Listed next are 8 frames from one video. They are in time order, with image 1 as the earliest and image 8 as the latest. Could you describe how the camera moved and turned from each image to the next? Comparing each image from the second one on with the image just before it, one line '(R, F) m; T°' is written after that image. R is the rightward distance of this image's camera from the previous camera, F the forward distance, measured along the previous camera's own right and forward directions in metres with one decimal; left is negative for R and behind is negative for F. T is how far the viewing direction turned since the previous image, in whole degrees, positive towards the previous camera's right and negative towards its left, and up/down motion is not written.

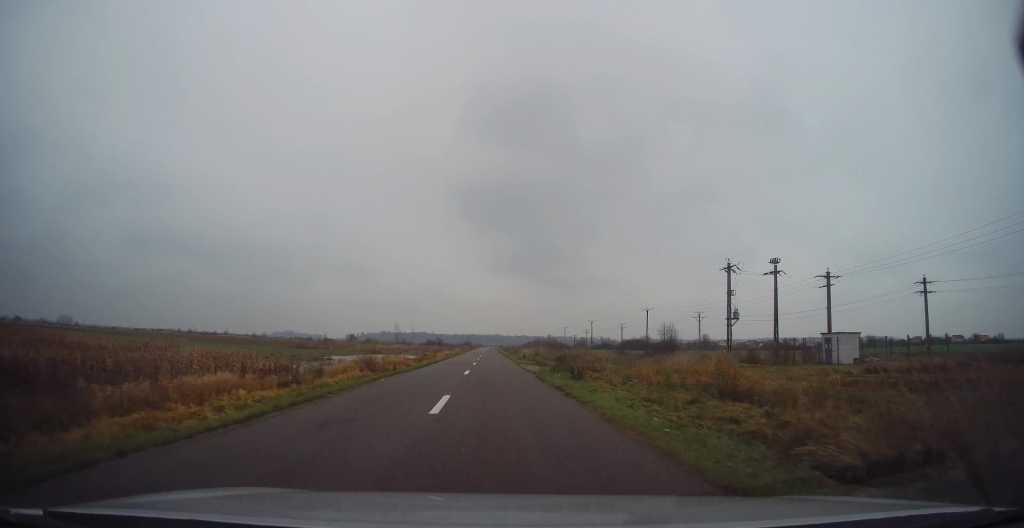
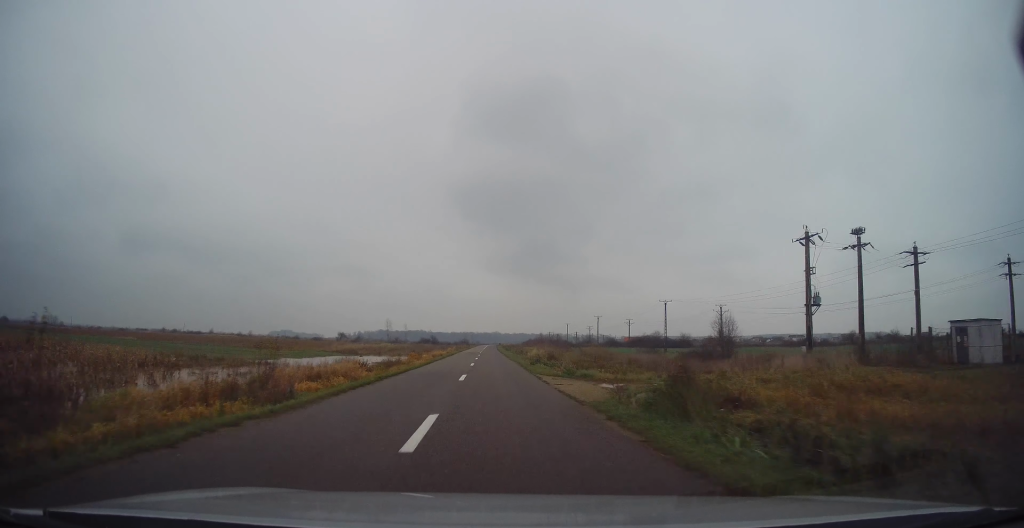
(-0.2, +15.5) m; +1°
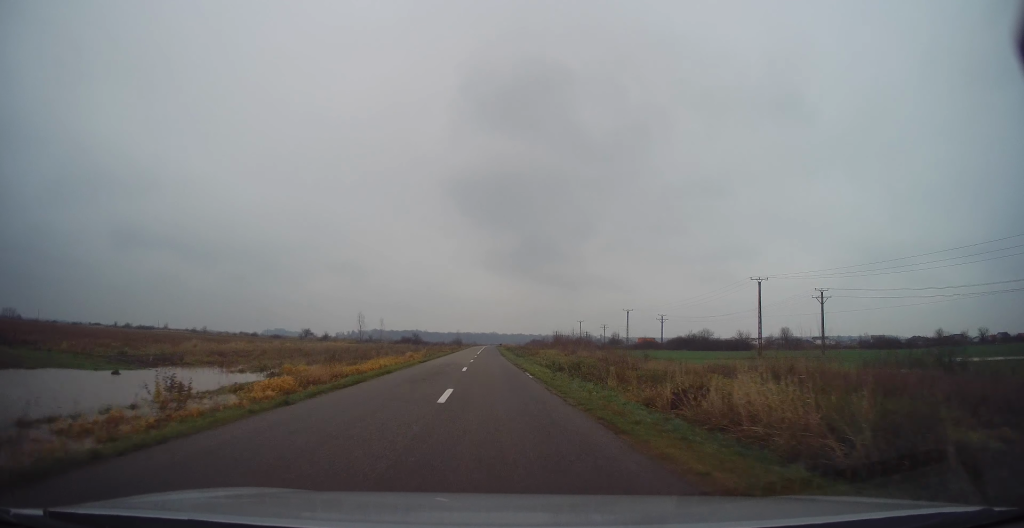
(+0.2, +43.0) m; -1°
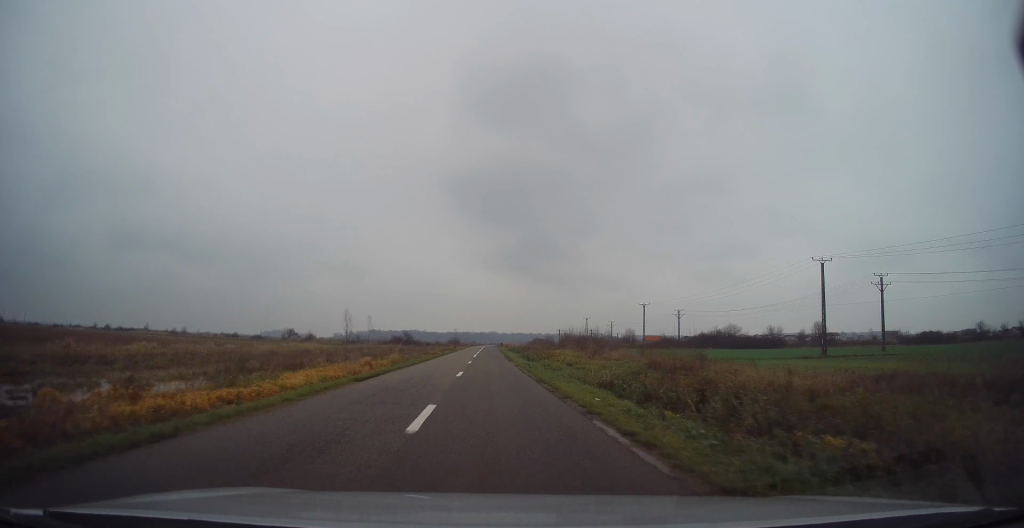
(-0.1, +16.0) m; 0°
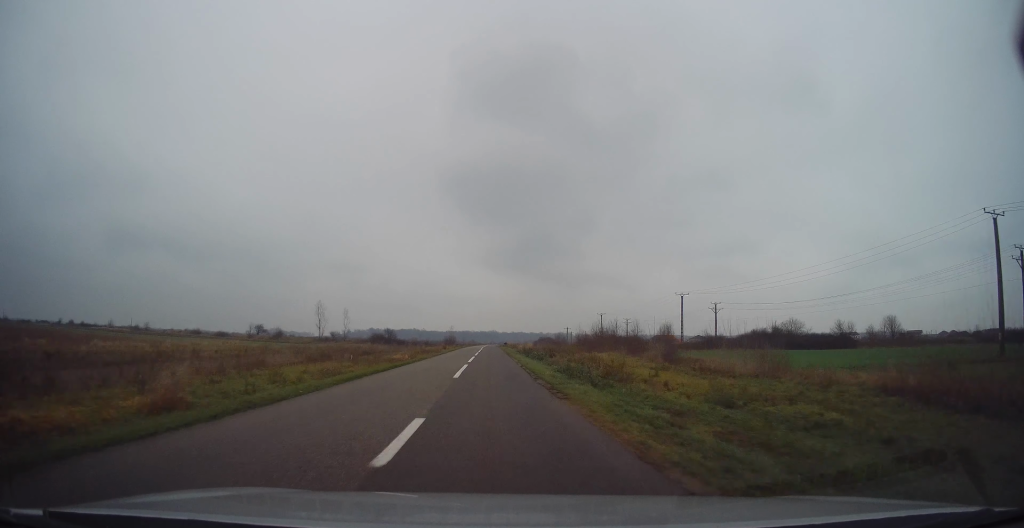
(+0.3, +26.6) m; +1°
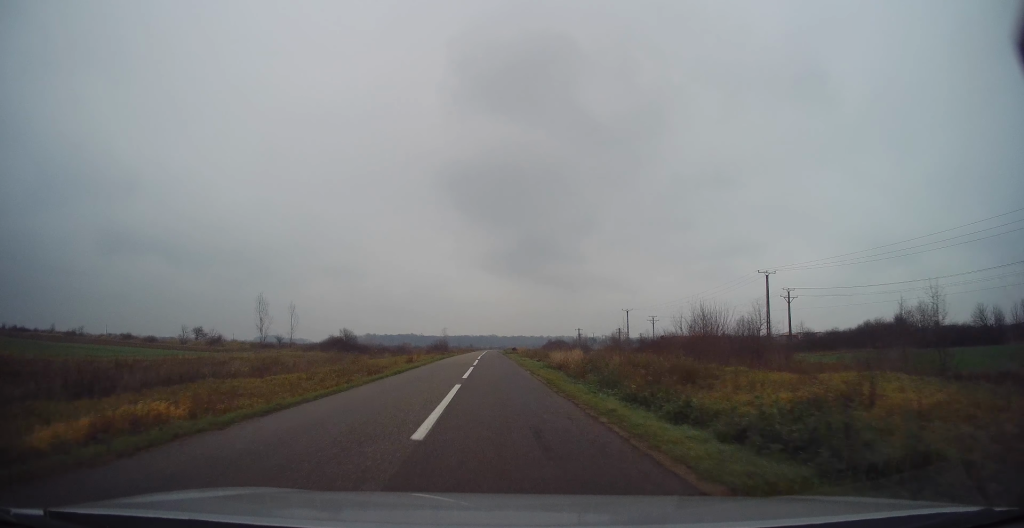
(-0.2, +34.3) m; -1°
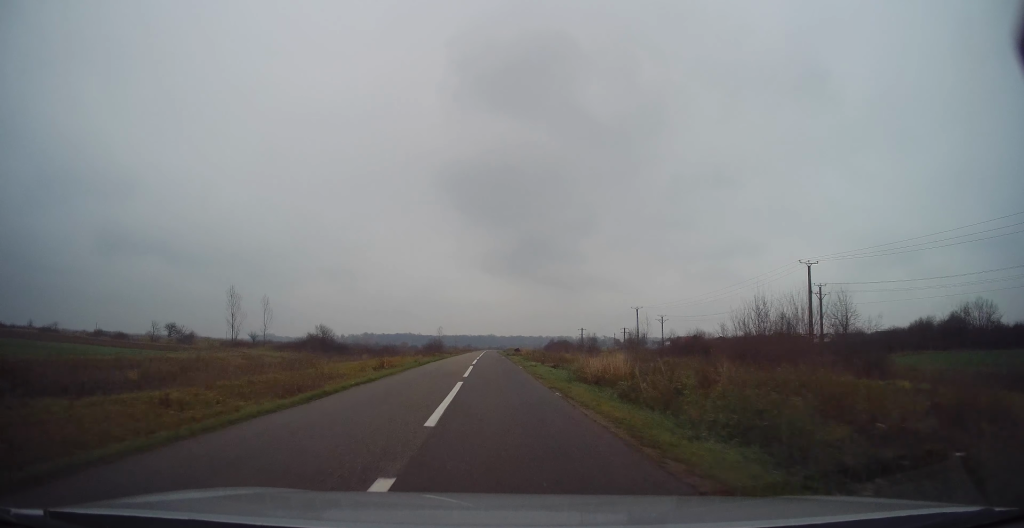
(-0.1, +10.8) m; 0°
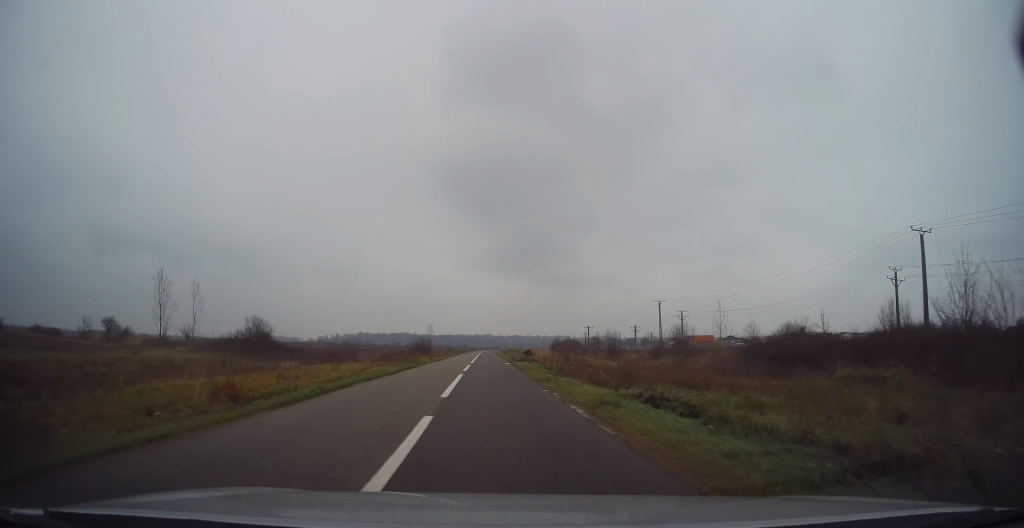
(0.0, +20.1) m; +1°
